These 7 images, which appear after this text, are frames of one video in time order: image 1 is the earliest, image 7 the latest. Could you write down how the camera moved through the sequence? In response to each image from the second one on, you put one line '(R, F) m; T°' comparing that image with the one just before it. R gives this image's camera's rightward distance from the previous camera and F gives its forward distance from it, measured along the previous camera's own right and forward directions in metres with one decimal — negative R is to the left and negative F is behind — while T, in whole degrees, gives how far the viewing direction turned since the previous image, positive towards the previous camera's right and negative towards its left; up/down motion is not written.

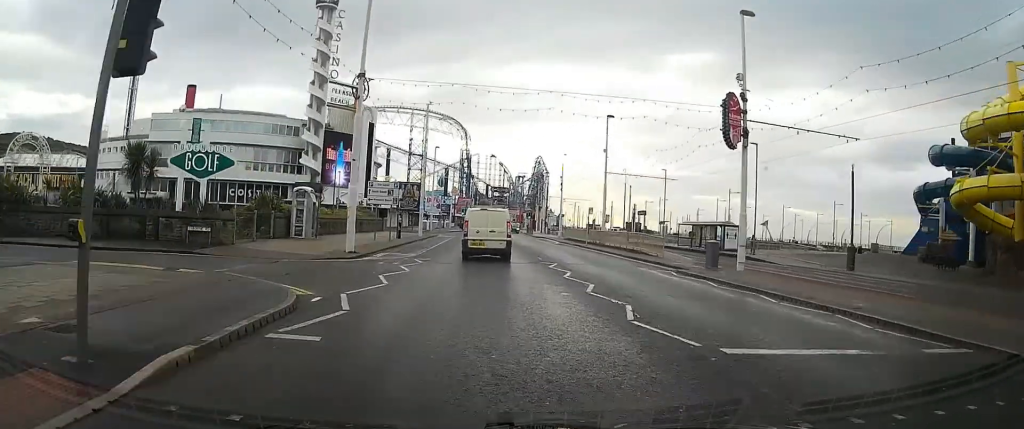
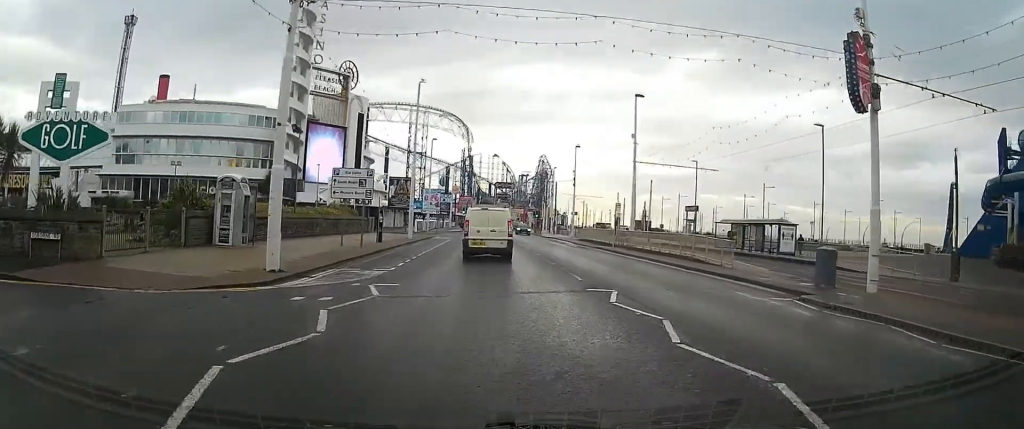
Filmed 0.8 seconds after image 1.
(0.0, +9.8) m; -1°
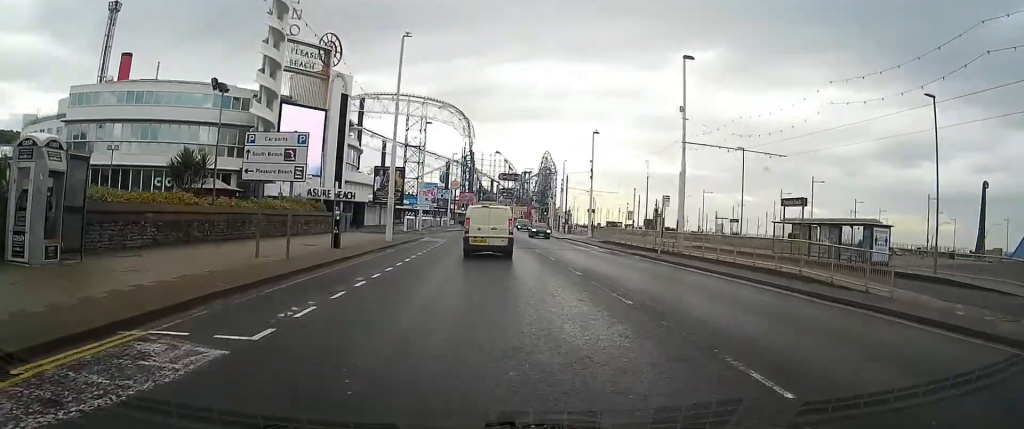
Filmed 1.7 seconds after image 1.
(-0.1, +11.3) m; 0°
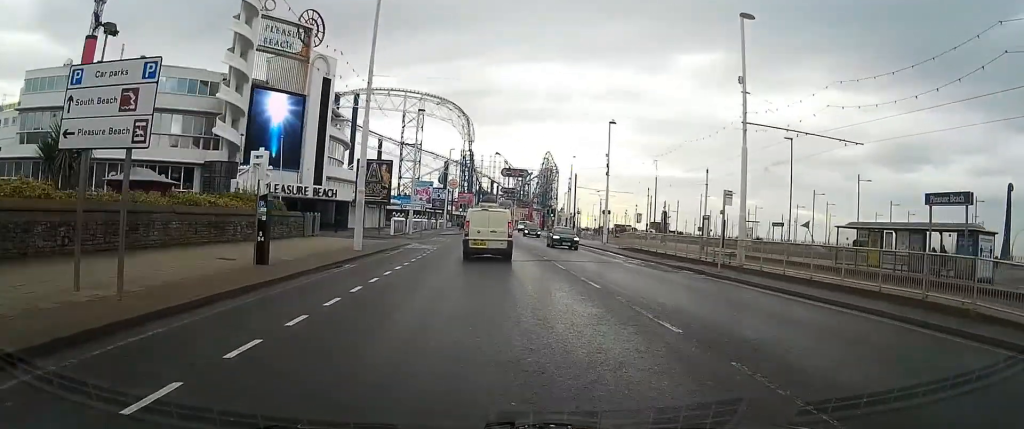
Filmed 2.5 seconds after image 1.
(0.0, +8.7) m; 0°
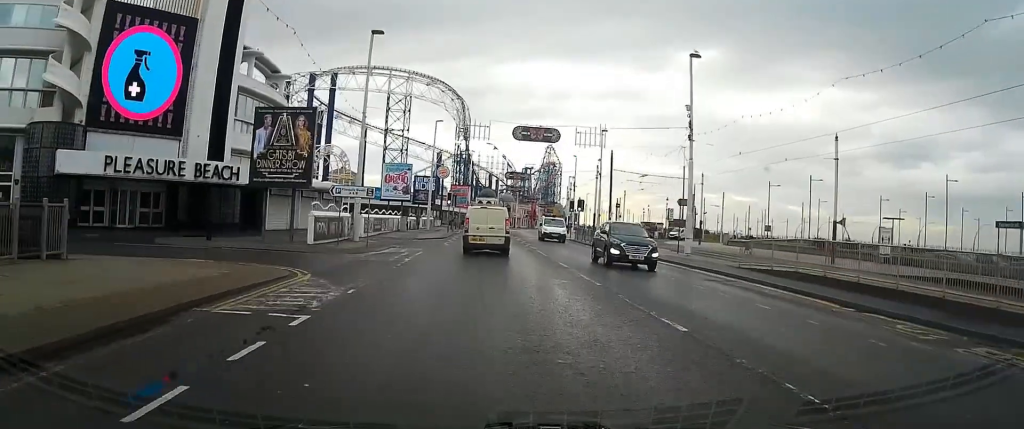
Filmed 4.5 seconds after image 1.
(+0.2, +24.1) m; +1°
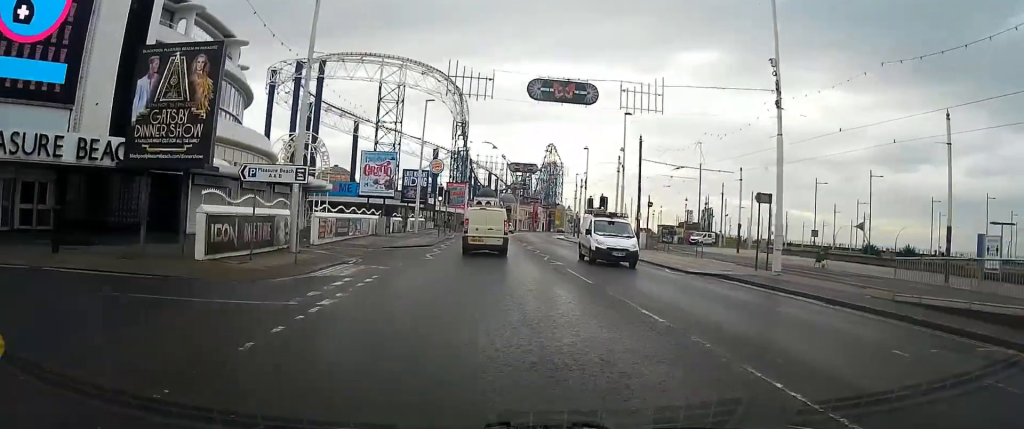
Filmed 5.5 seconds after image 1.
(0.0, +11.0) m; 0°
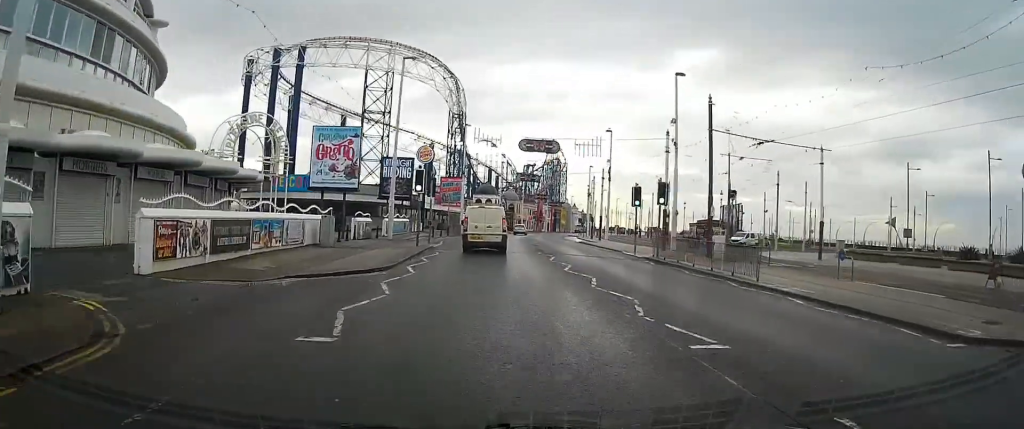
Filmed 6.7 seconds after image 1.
(+0.1, +15.2) m; +1°
